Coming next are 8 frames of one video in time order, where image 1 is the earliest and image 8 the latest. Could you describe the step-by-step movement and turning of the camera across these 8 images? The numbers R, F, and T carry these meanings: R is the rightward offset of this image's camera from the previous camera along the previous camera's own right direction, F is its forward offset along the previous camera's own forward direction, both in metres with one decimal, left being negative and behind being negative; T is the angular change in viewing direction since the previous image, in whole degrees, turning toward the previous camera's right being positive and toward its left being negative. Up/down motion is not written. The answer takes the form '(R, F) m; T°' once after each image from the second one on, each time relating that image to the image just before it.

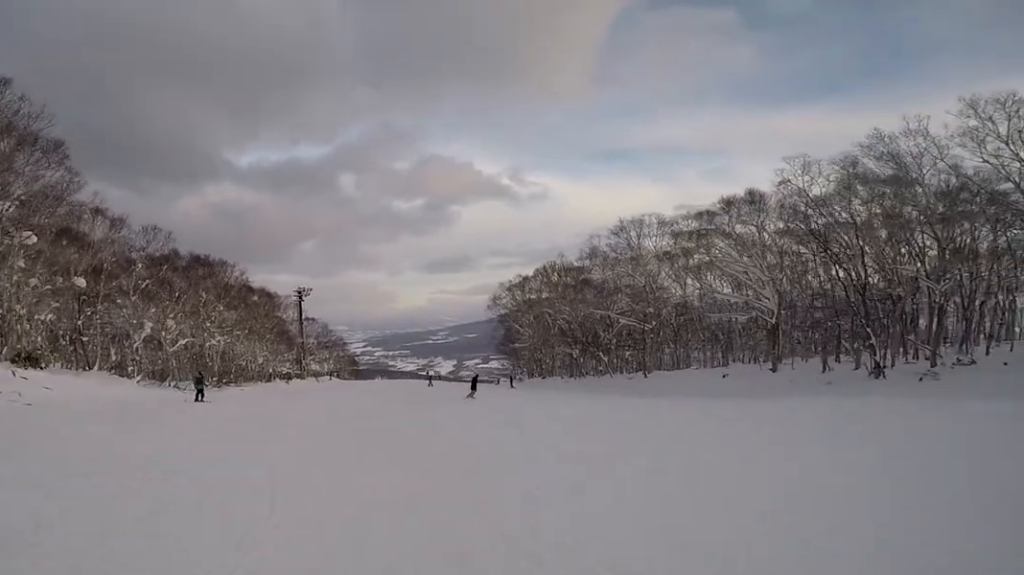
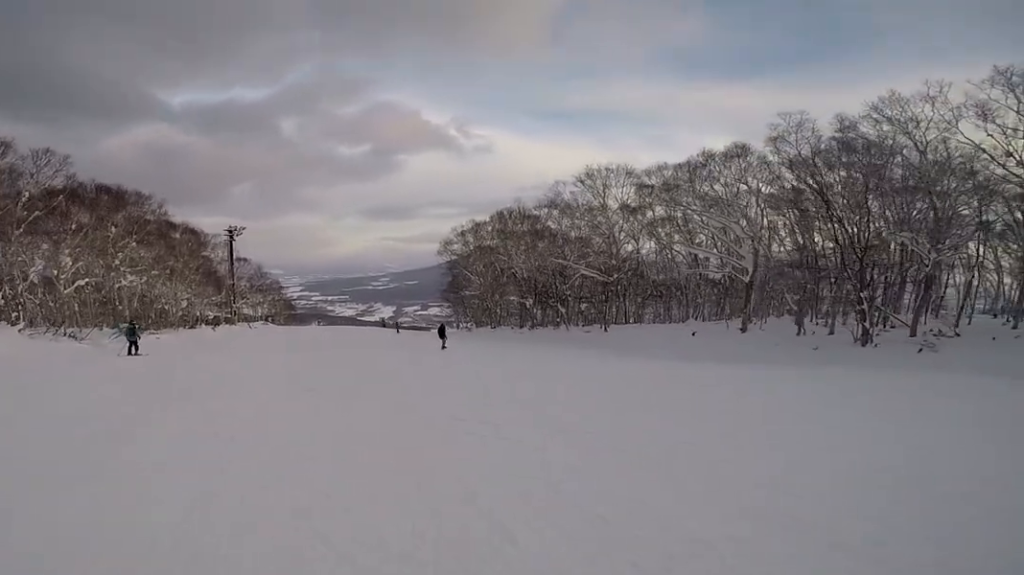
(+1.1, +4.1) m; +2°
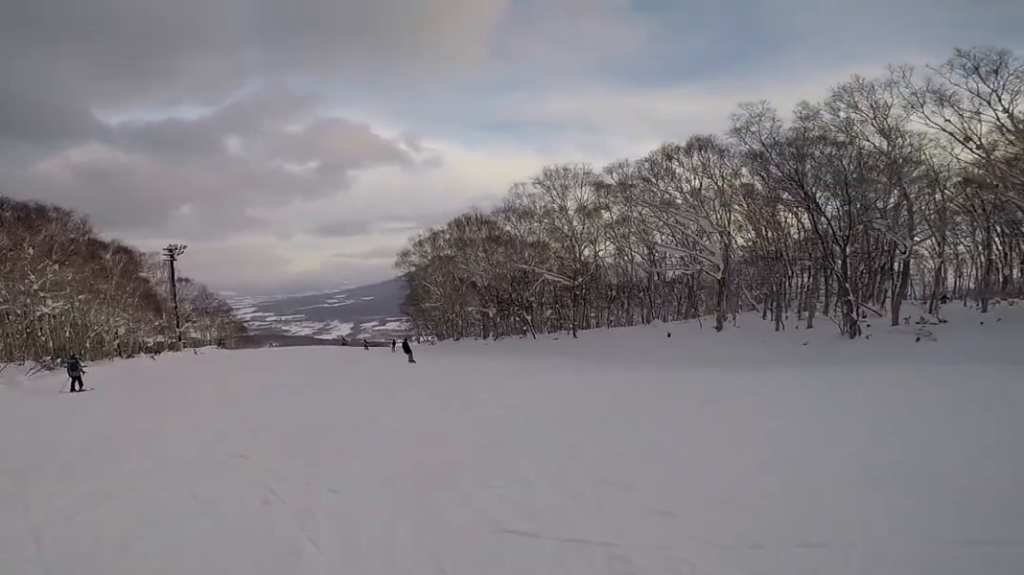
(+0.4, +2.8) m; -3°
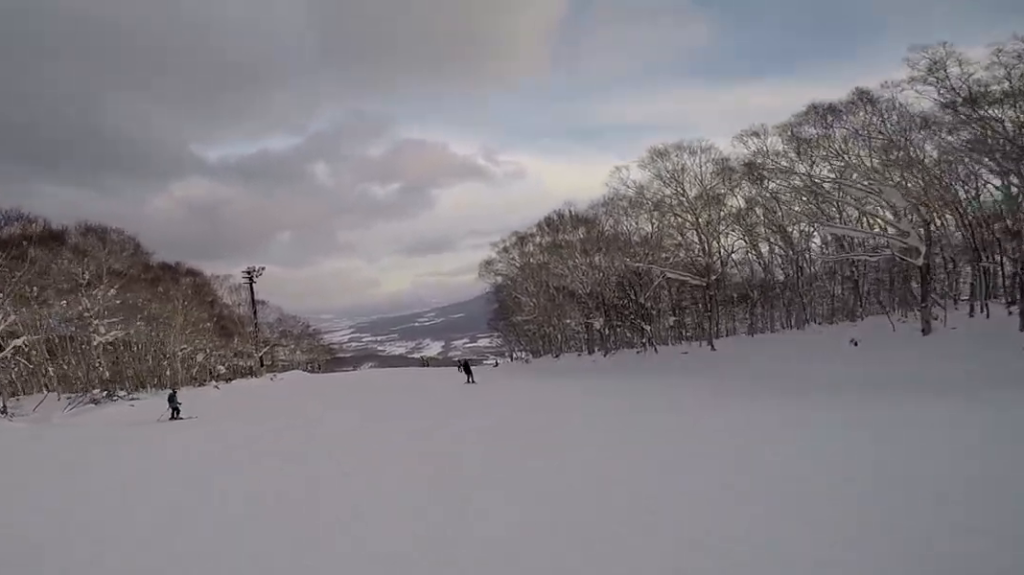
(-1.7, +6.0) m; -29°
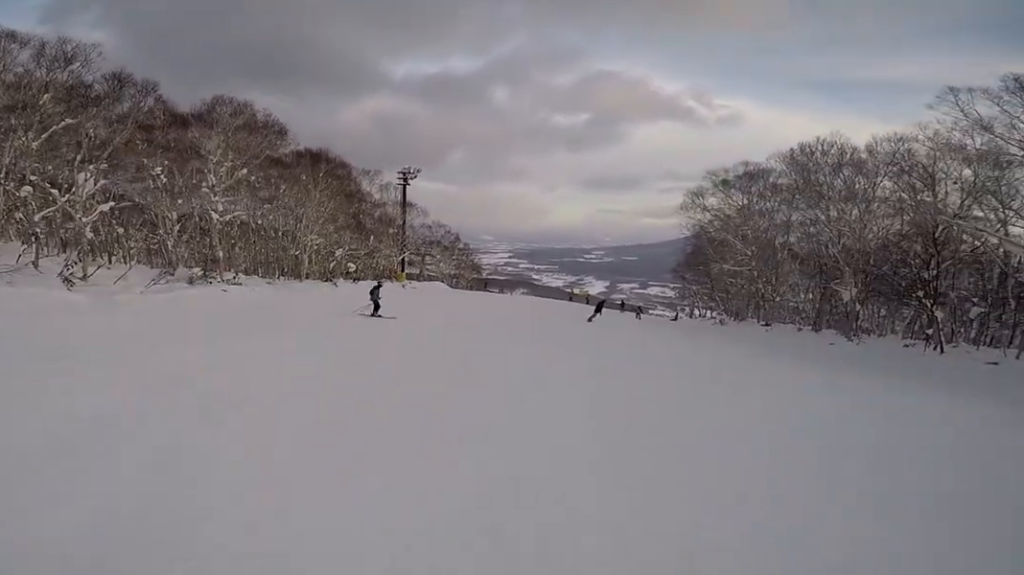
(-1.6, +7.3) m; -5°
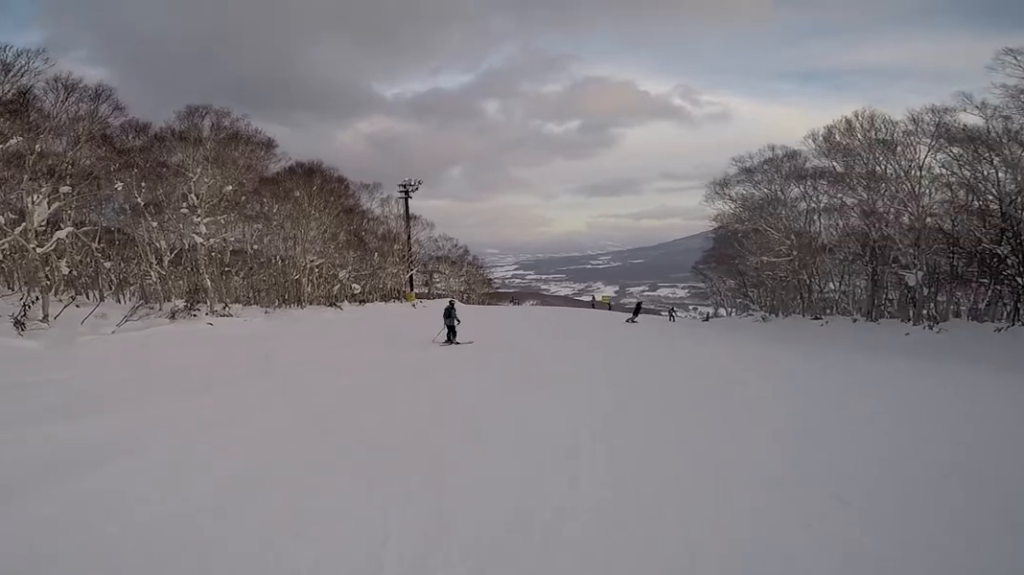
(-0.1, +3.7) m; +10°
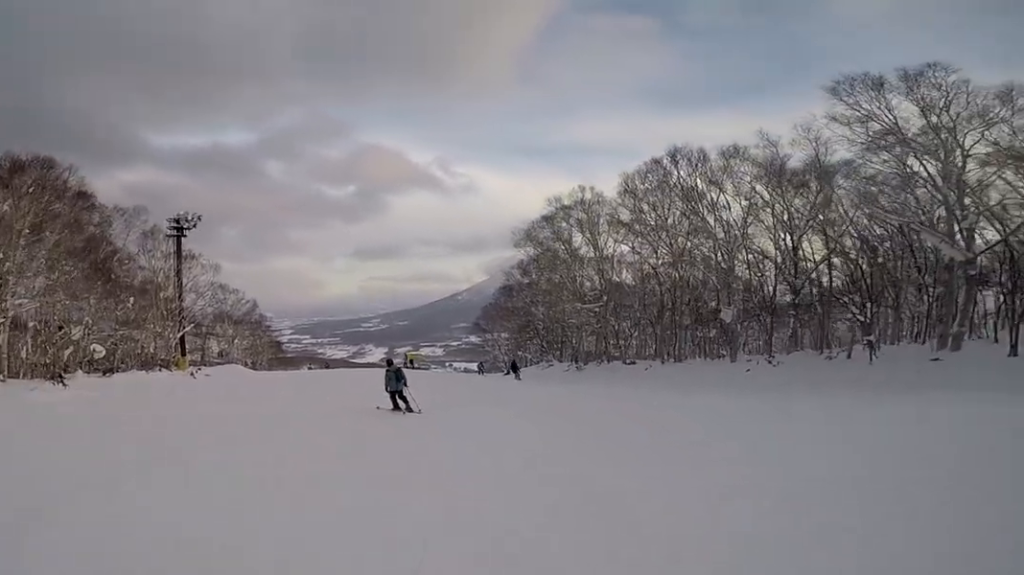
(+3.0, +7.7) m; +27°
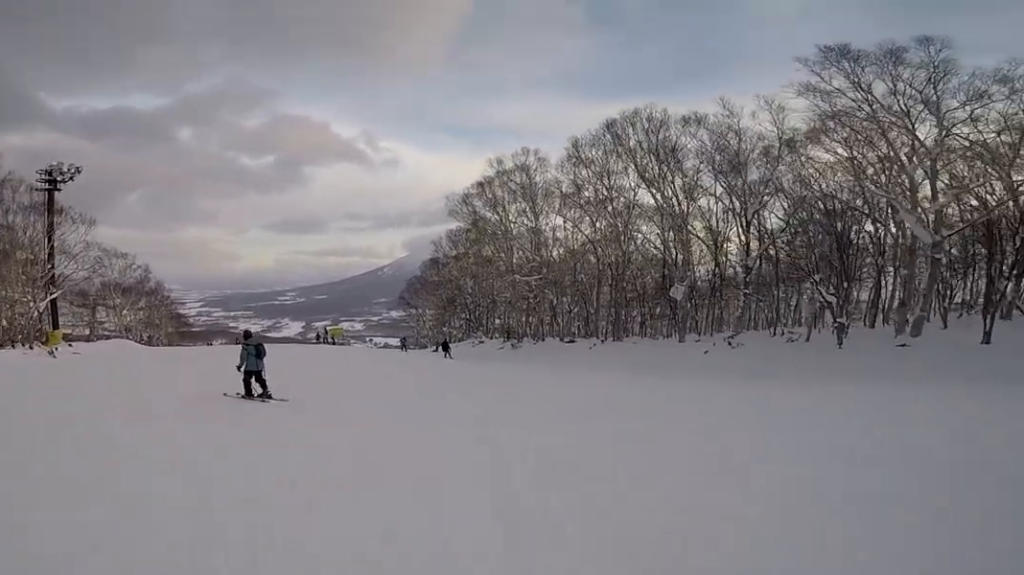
(+0.4, +4.4) m; -3°
